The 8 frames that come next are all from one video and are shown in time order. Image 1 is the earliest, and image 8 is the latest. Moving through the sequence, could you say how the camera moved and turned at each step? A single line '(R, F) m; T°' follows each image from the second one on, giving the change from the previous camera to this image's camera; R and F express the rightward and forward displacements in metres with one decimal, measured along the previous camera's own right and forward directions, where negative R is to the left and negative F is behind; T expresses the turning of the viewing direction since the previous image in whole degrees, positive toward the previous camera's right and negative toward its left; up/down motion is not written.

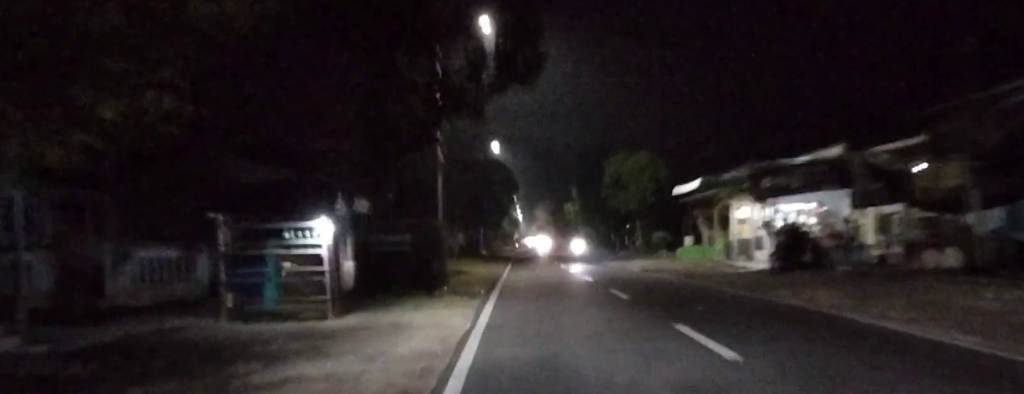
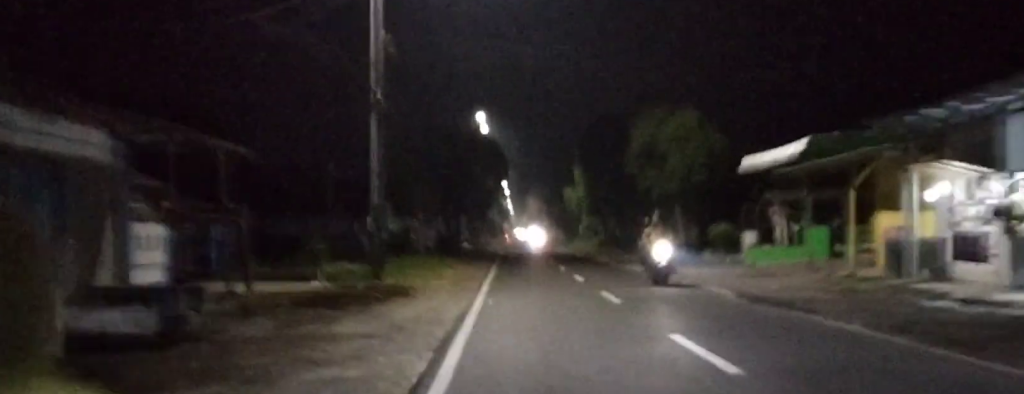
(0.0, +16.3) m; 0°
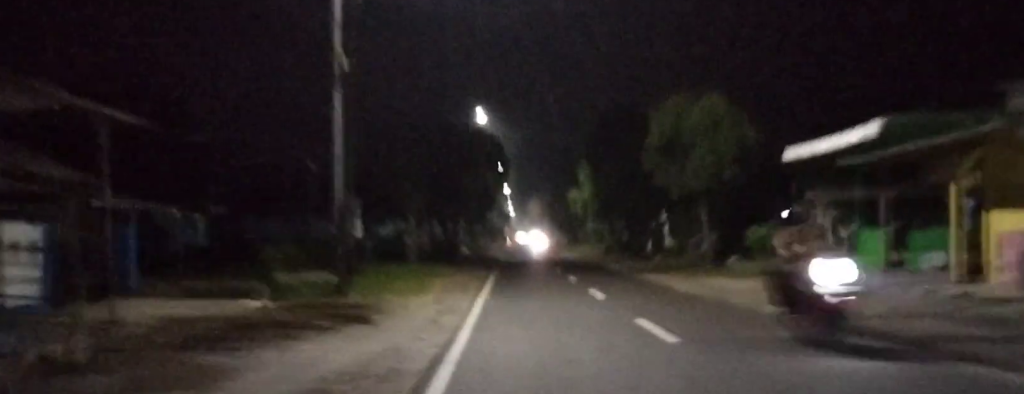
(0.0, +5.4) m; 0°
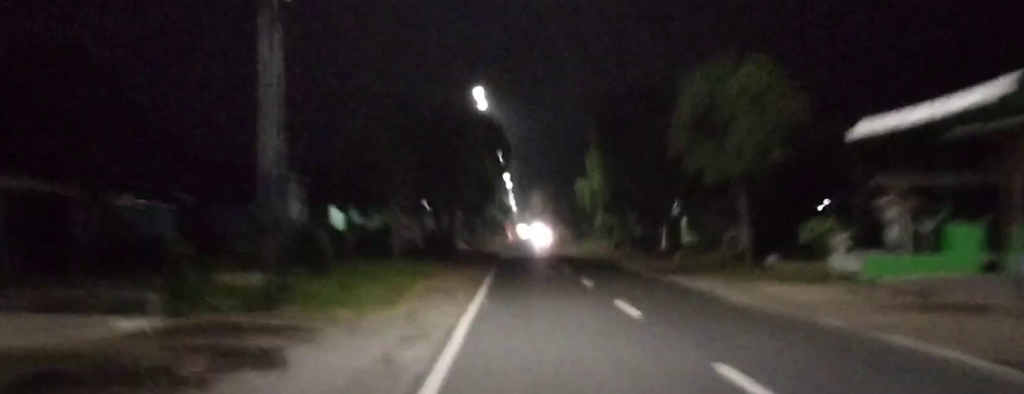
(0.0, +5.0) m; 0°
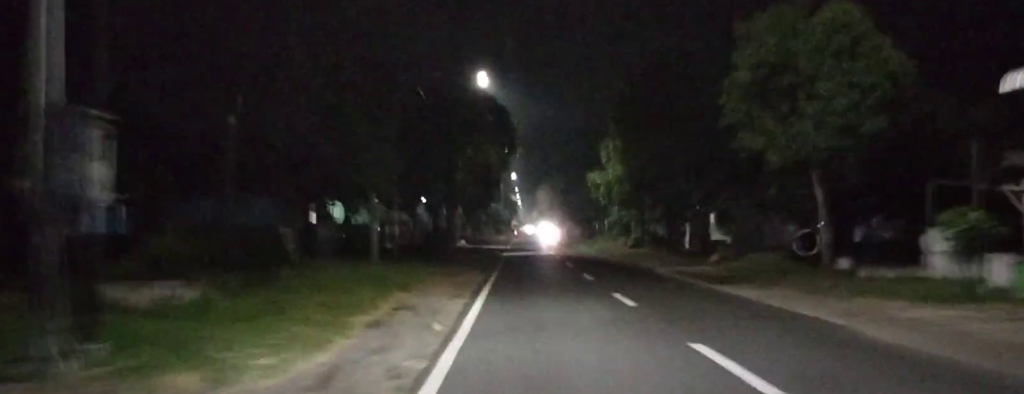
(0.0, +6.2) m; 0°
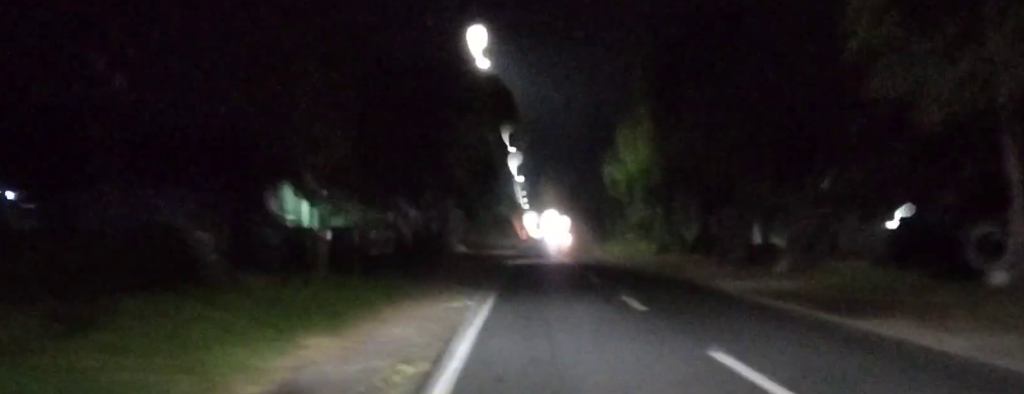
(0.0, +8.0) m; 0°
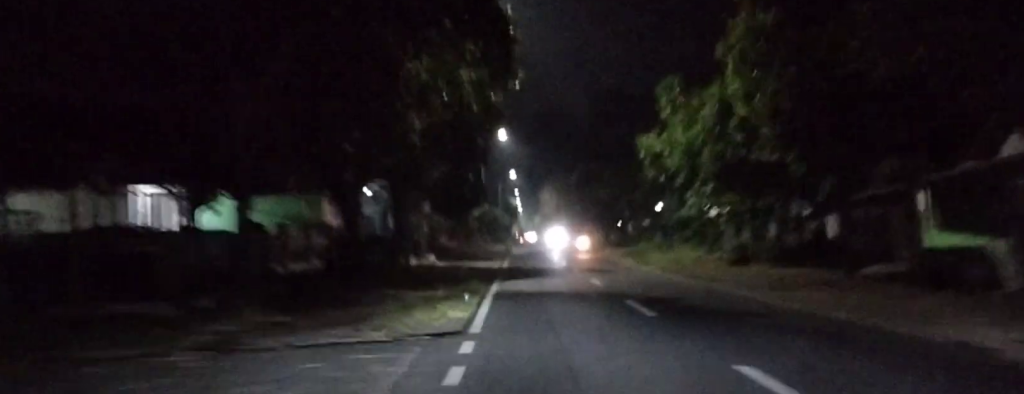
(-0.2, +15.9) m; -2°
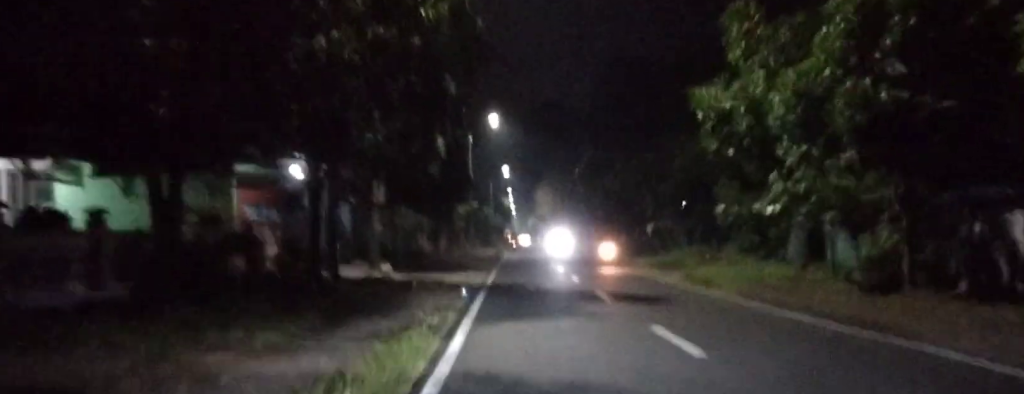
(-0.2, +11.2) m; +1°
